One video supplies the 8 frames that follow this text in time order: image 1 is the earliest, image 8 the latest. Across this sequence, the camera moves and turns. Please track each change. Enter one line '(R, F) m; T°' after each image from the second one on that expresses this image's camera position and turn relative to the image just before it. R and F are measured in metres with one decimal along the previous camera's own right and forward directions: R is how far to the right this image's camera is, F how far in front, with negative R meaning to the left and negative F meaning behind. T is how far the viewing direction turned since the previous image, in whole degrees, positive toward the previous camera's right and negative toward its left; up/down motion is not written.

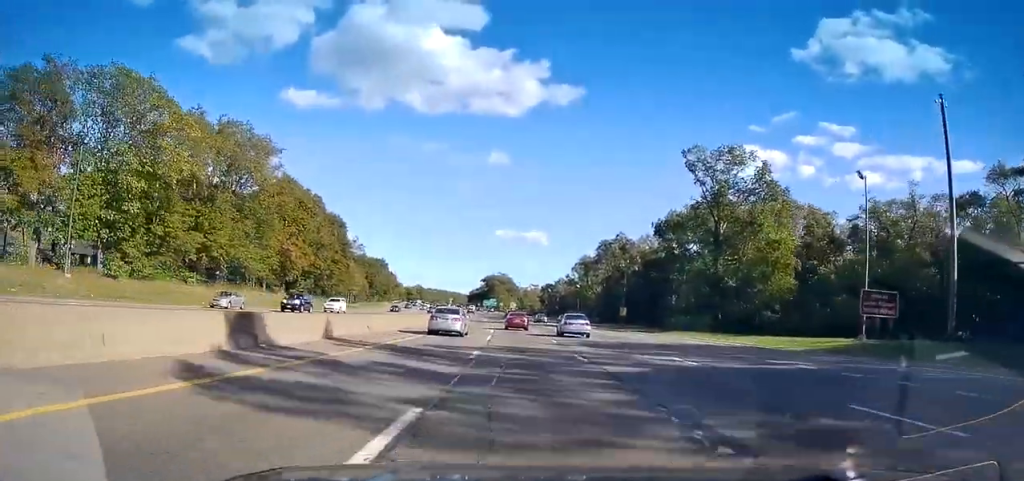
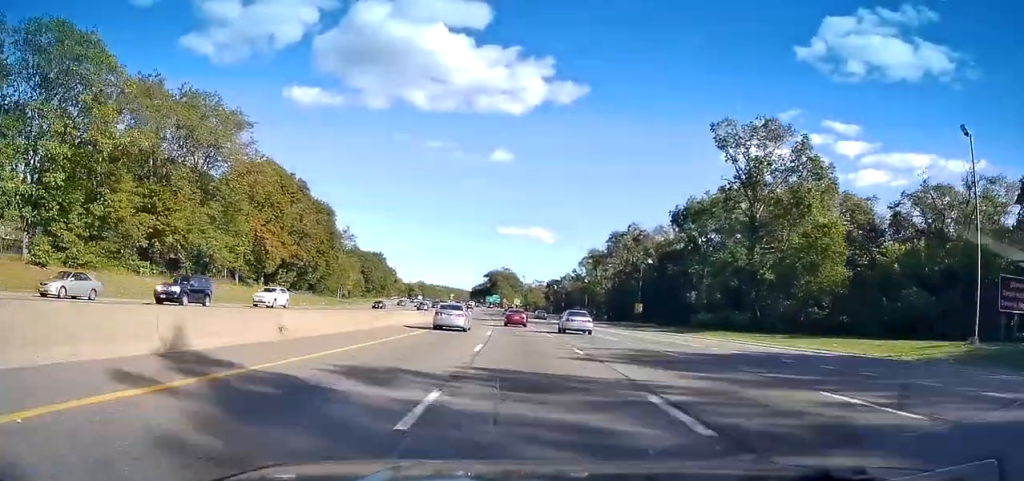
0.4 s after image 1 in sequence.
(0.0, +10.6) m; -1°
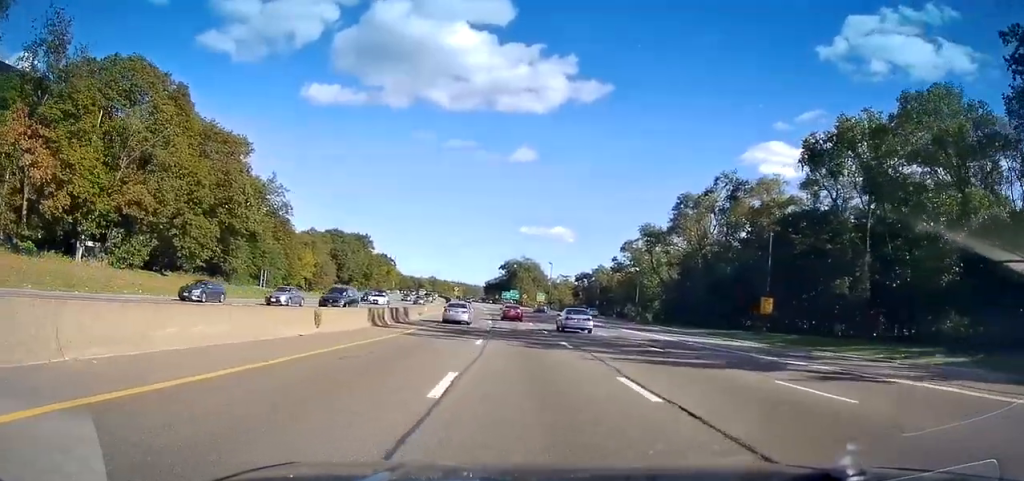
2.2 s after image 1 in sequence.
(-0.9, +46.0) m; -2°
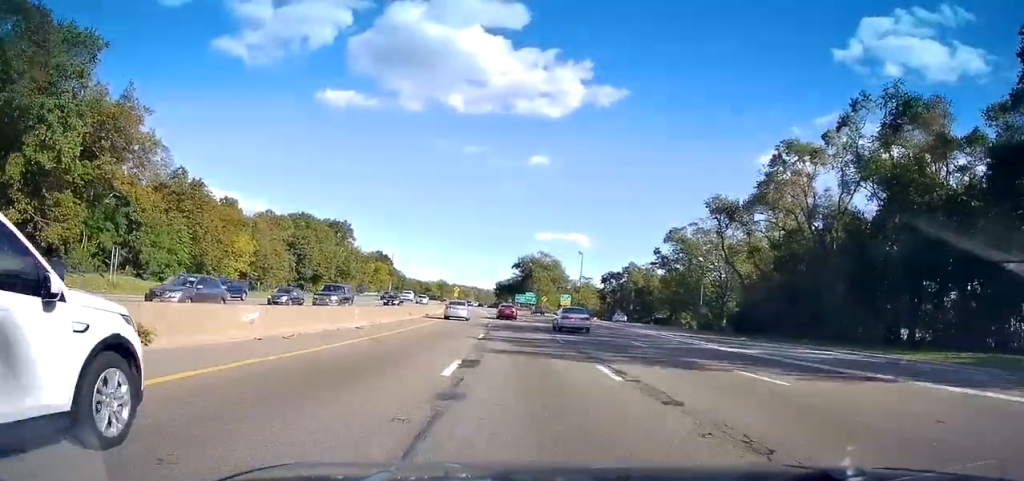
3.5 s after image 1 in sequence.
(-0.3, +34.6) m; -1°
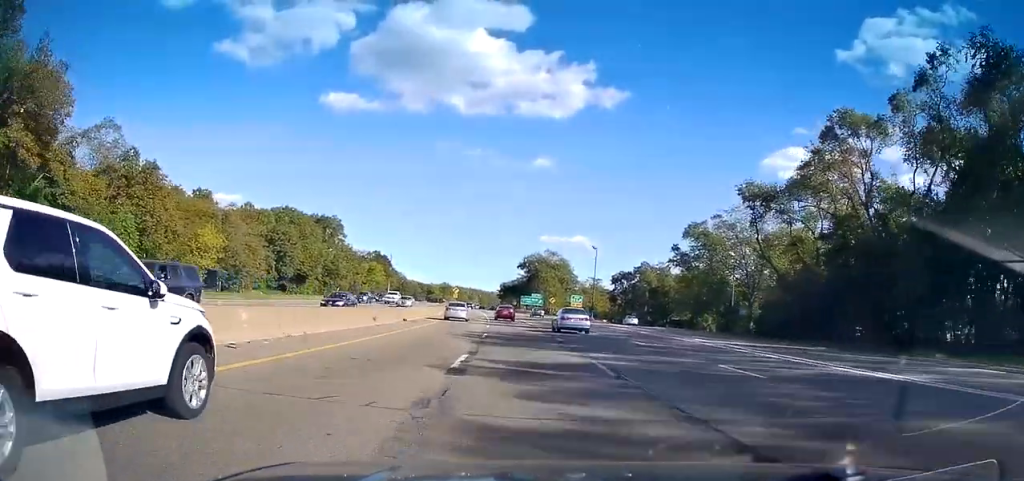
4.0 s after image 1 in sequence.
(-0.2, +11.2) m; 0°
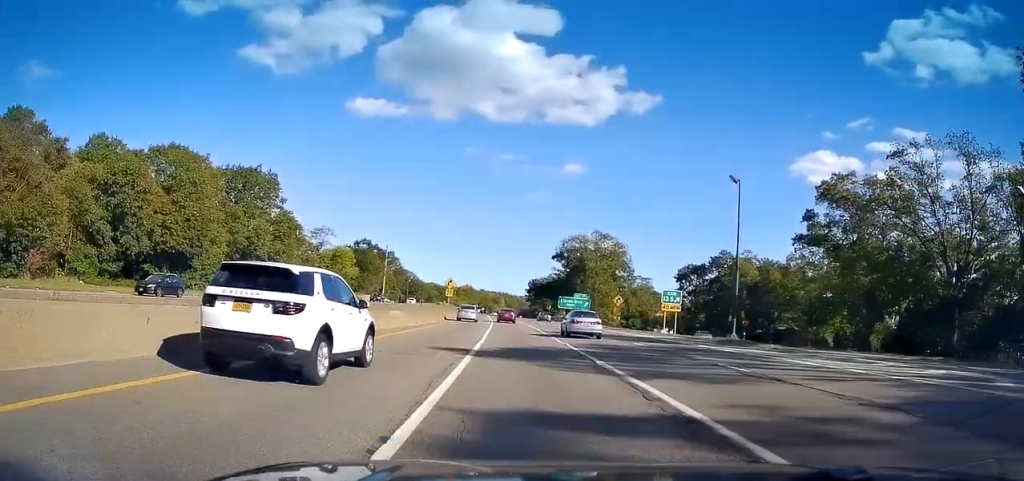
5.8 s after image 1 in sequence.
(-0.5, +47.6) m; -3°
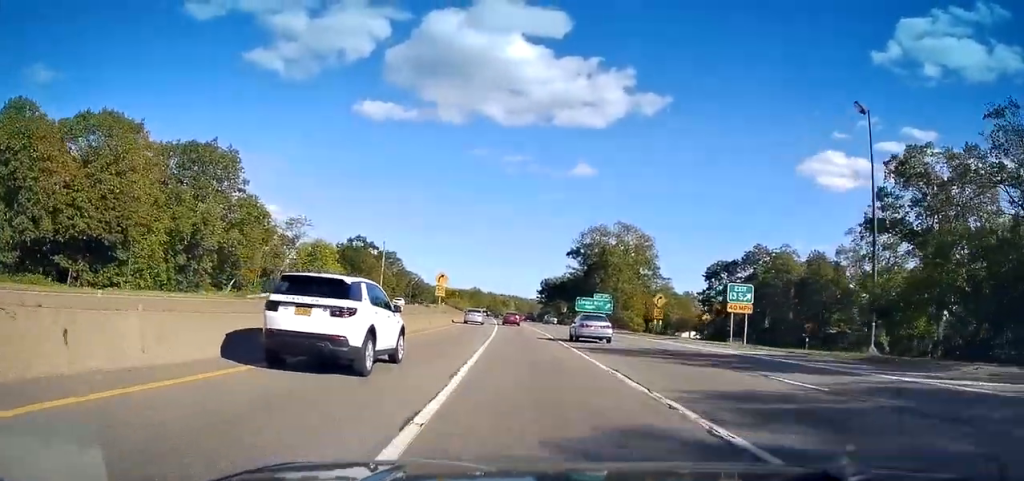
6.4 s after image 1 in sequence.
(-0.2, +14.9) m; -1°
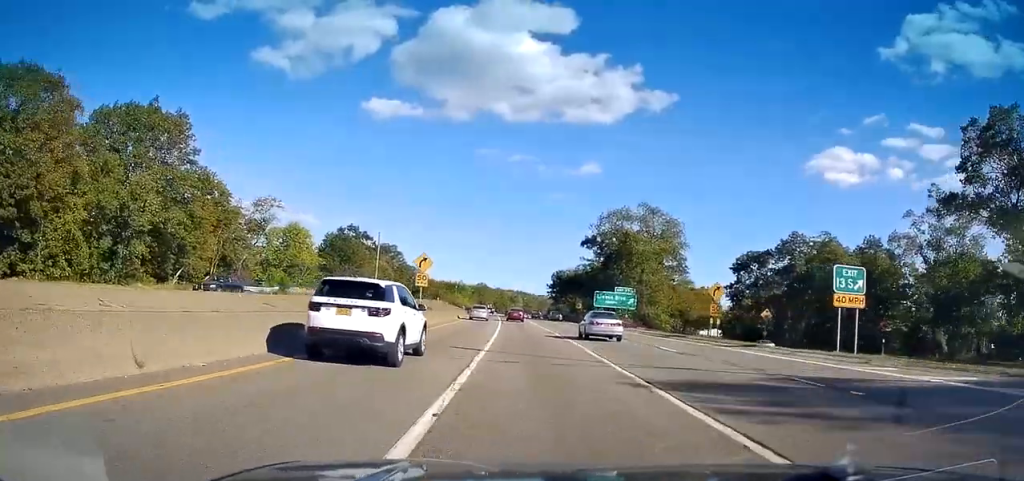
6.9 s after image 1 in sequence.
(-0.2, +13.1) m; -1°
